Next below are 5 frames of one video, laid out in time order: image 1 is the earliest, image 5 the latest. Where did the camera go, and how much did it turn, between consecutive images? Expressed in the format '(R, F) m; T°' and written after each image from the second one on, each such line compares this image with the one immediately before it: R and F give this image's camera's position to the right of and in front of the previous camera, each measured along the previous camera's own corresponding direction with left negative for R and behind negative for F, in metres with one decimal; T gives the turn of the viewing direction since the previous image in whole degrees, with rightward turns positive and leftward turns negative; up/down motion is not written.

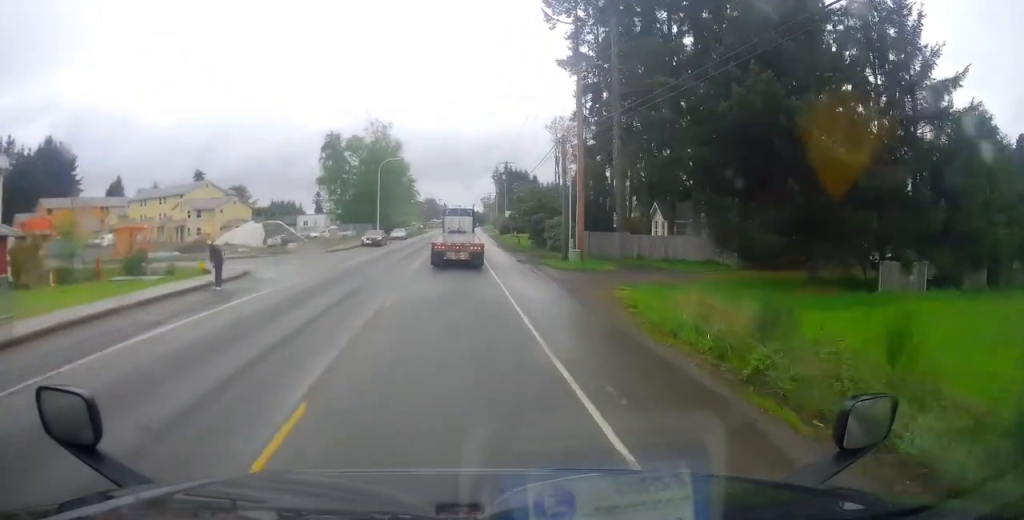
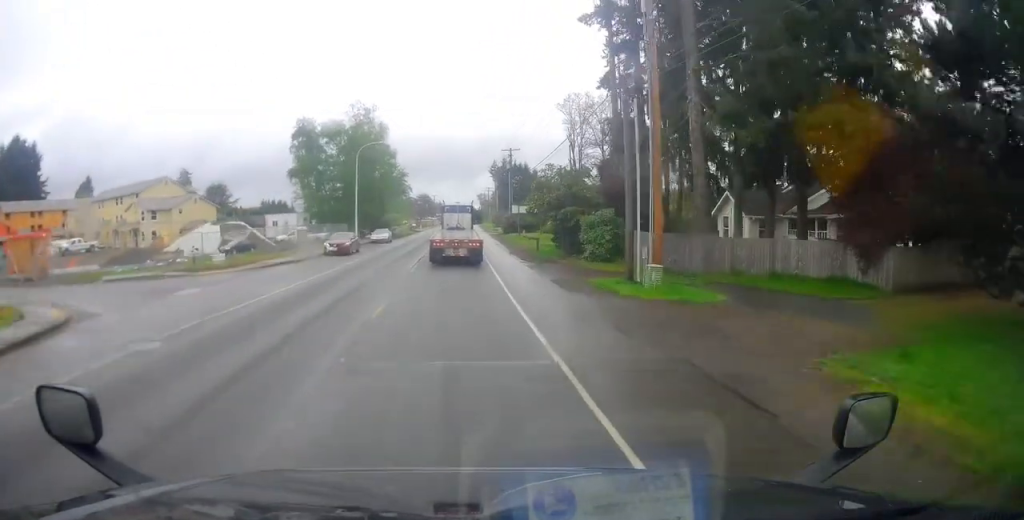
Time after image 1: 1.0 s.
(+0.1, +14.8) m; -1°
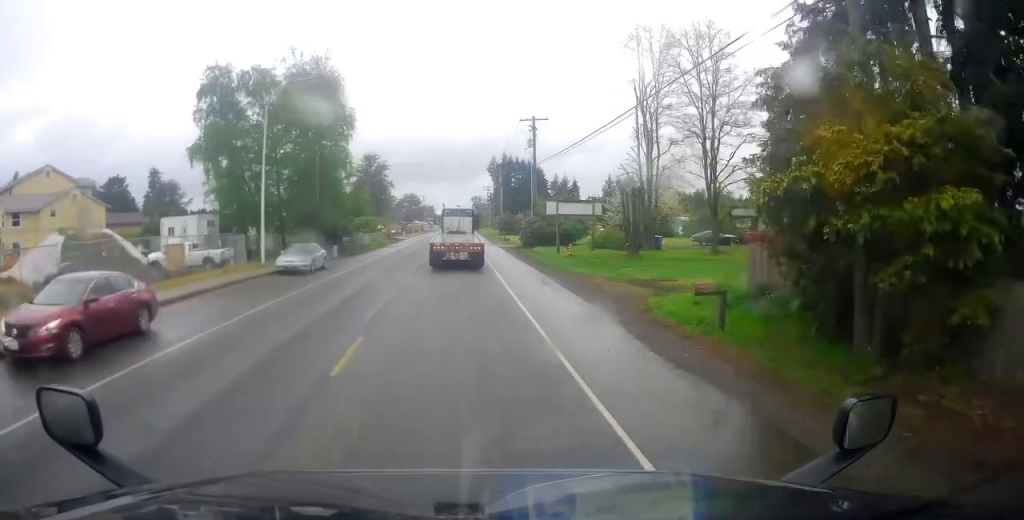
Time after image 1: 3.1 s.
(-0.4, +29.5) m; 0°
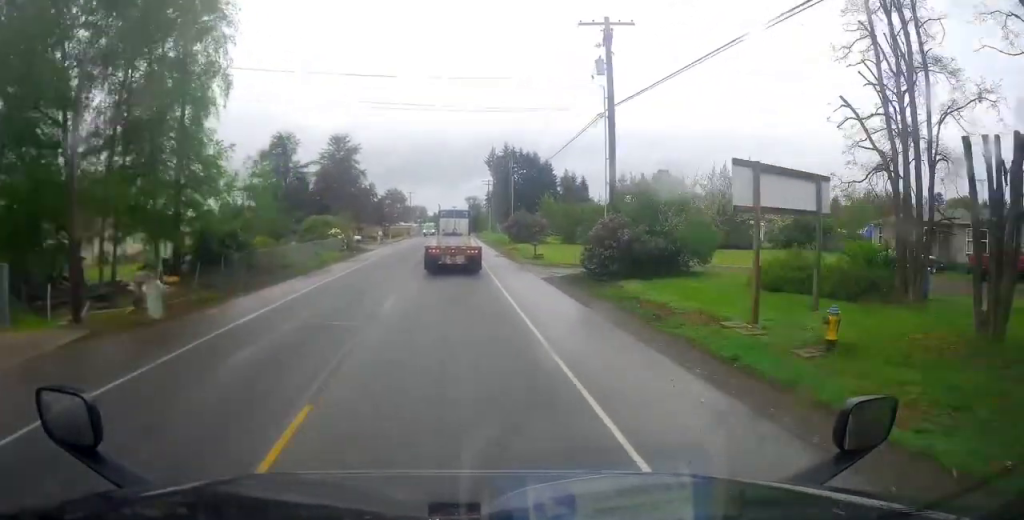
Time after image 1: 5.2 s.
(0.0, +28.4) m; 0°
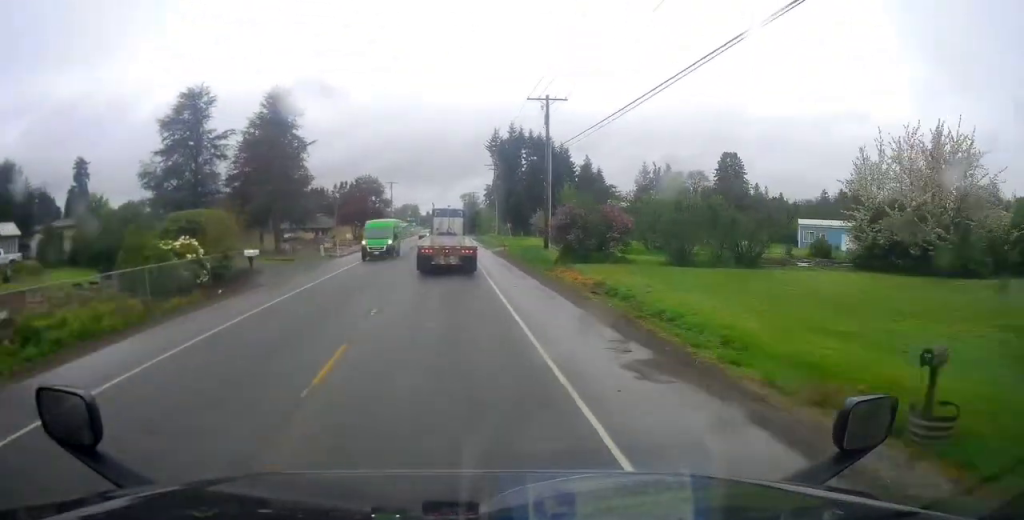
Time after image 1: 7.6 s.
(-0.1, +31.9) m; +1°
